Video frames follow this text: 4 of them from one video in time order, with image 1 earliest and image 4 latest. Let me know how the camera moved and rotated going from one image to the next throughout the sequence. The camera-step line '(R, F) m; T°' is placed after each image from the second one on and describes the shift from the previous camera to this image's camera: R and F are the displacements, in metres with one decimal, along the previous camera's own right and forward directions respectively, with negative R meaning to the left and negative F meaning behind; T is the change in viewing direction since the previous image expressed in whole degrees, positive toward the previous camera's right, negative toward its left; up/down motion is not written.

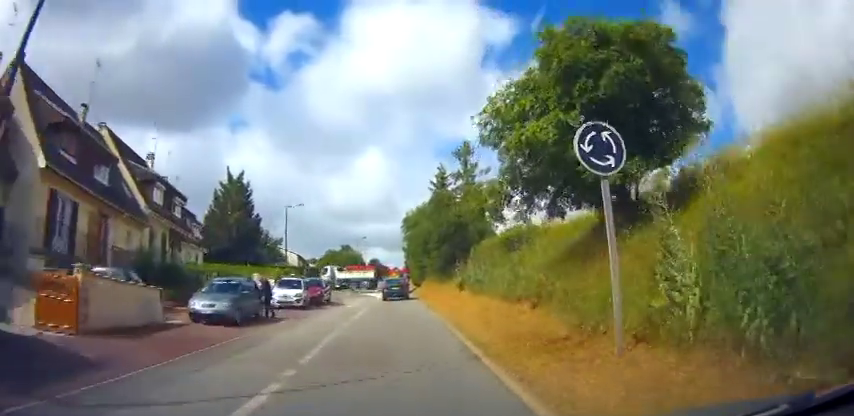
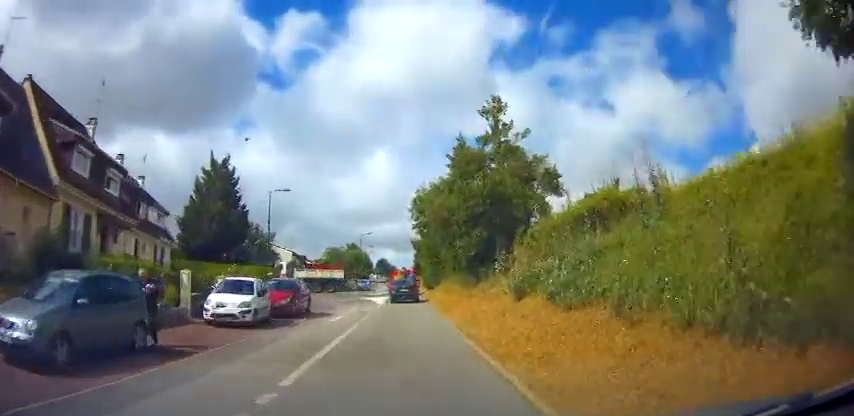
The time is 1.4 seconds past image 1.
(-0.1, +9.1) m; -2°
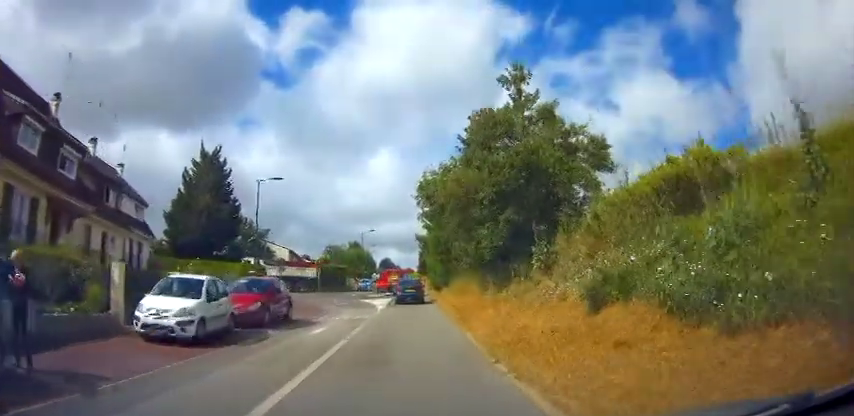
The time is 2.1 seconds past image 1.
(-0.1, +4.4) m; -1°
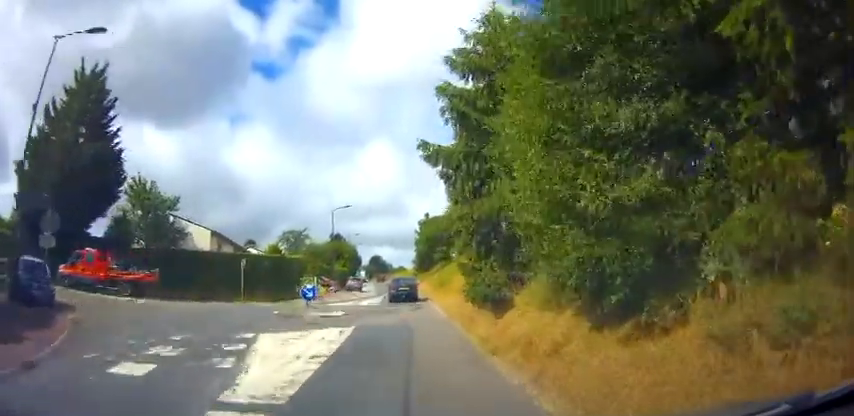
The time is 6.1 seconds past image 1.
(+0.1, +23.6) m; +4°
